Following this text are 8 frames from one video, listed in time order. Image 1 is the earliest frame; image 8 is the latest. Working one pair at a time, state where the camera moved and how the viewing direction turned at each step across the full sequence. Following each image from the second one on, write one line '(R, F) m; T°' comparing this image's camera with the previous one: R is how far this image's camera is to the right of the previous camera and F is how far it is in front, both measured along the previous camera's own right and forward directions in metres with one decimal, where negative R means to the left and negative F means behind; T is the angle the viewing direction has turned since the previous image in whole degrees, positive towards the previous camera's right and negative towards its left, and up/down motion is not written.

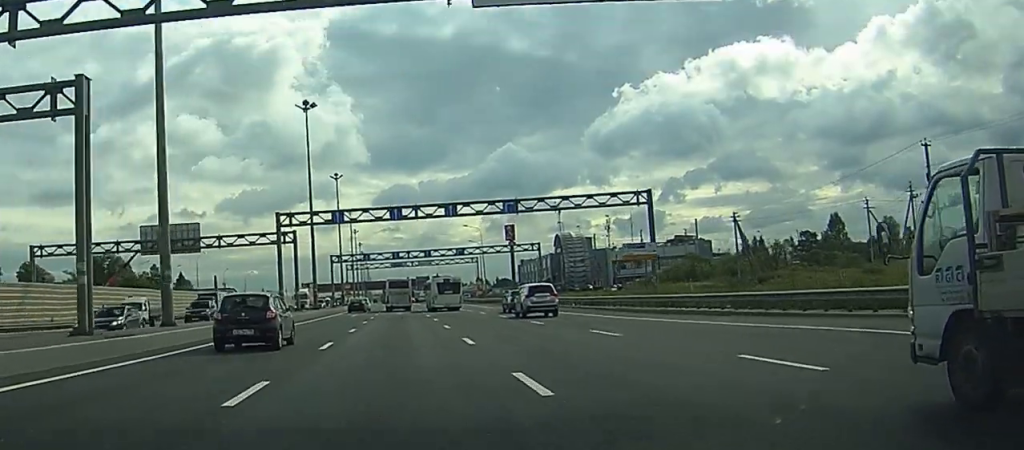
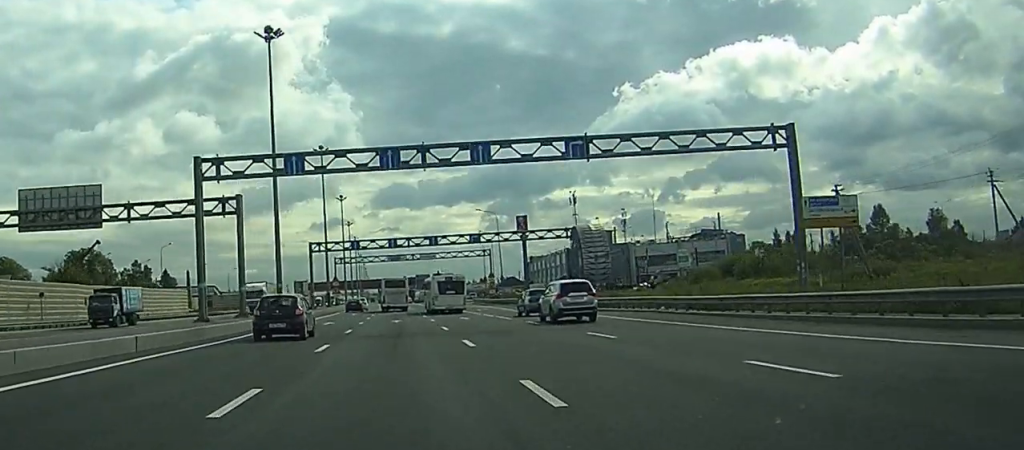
(0.0, +24.6) m; 0°
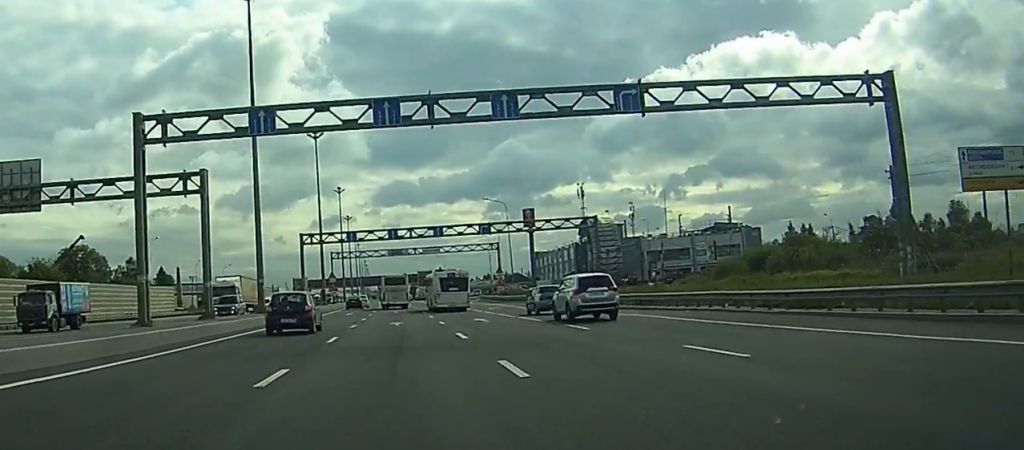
(0.0, +9.0) m; 0°
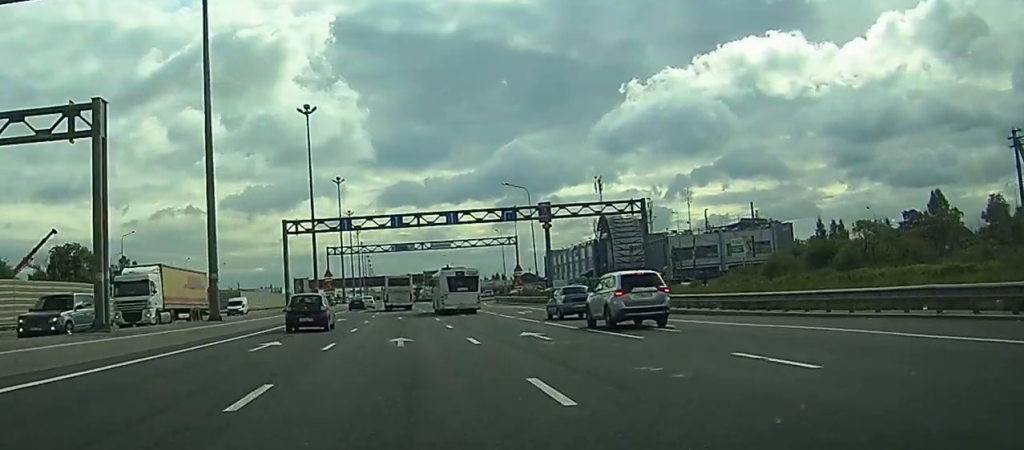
(0.0, +14.7) m; 0°
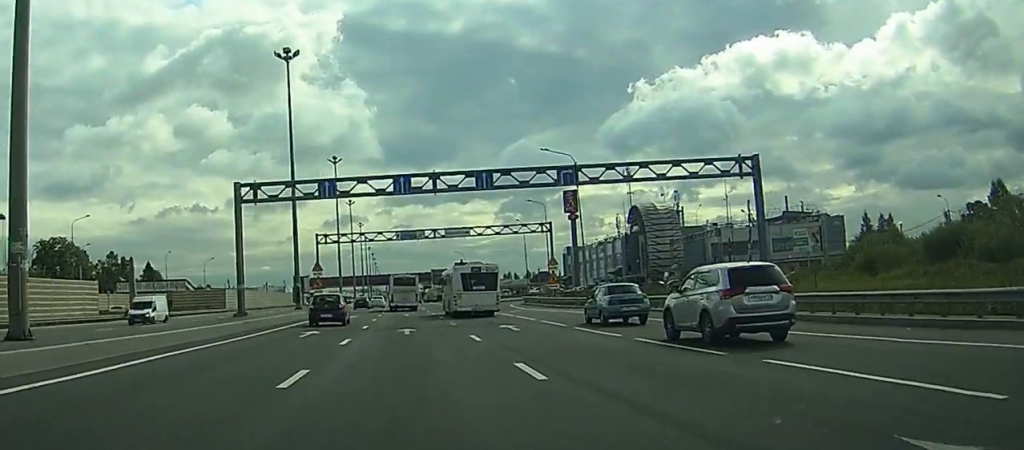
(-0.2, +20.8) m; -1°
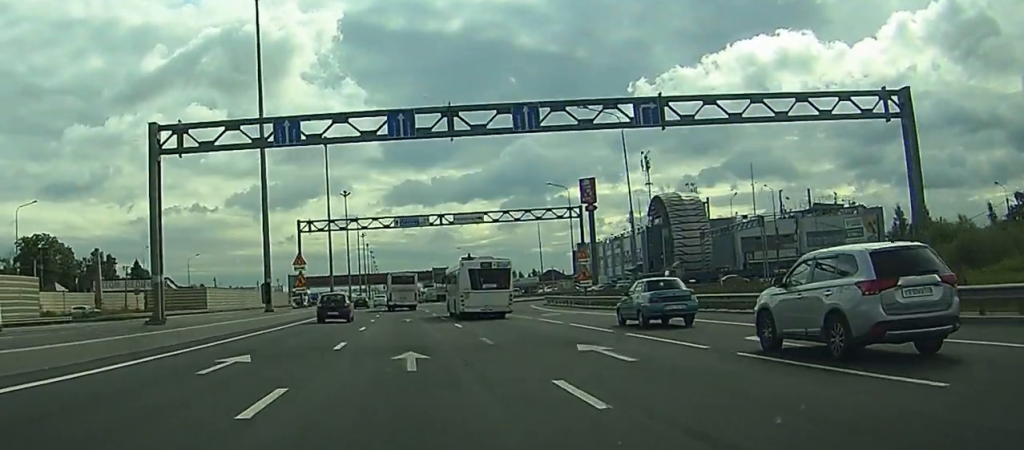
(-0.1, +14.9) m; 0°
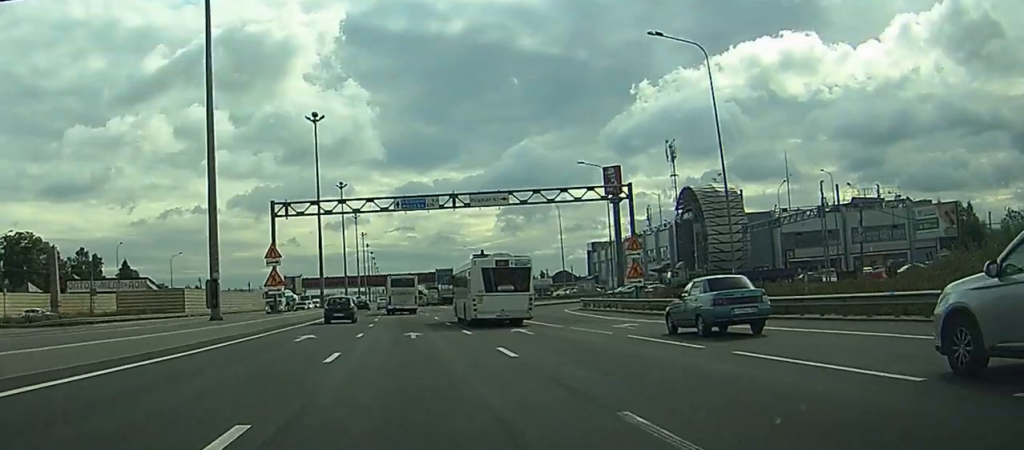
(0.0, +15.3) m; +1°
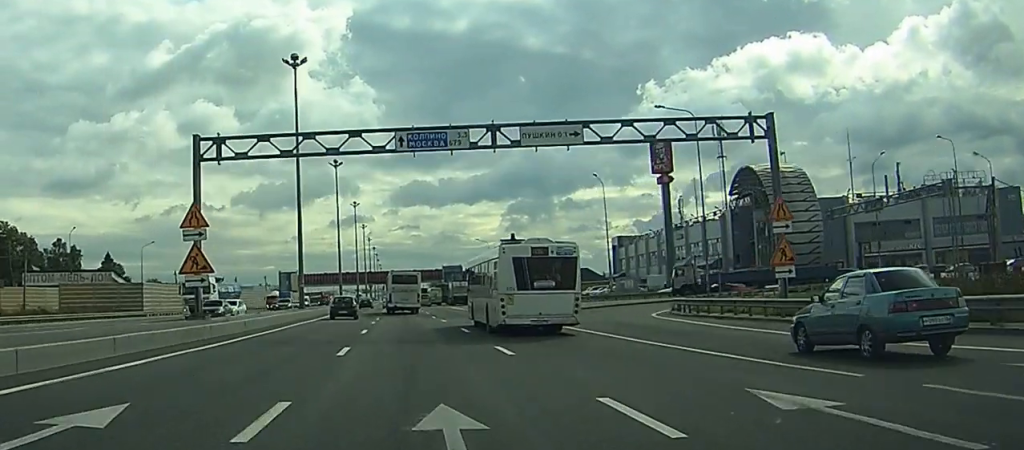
(+0.4, +21.9) m; -1°
